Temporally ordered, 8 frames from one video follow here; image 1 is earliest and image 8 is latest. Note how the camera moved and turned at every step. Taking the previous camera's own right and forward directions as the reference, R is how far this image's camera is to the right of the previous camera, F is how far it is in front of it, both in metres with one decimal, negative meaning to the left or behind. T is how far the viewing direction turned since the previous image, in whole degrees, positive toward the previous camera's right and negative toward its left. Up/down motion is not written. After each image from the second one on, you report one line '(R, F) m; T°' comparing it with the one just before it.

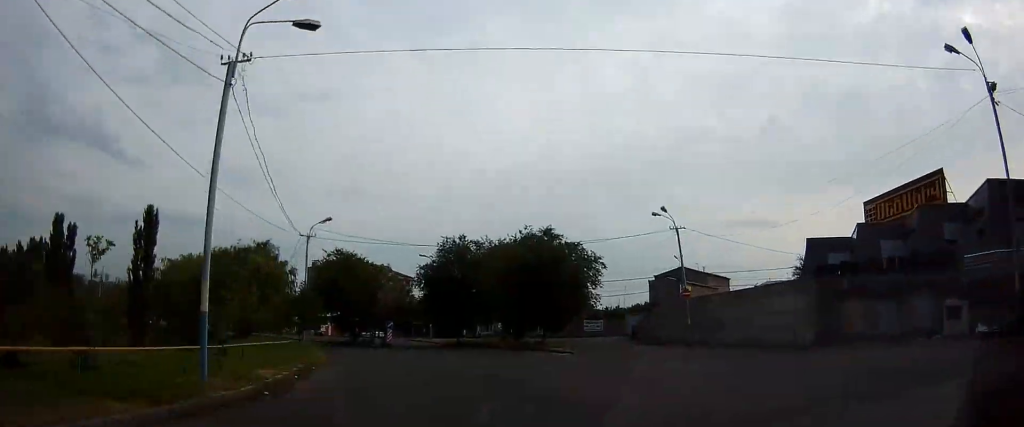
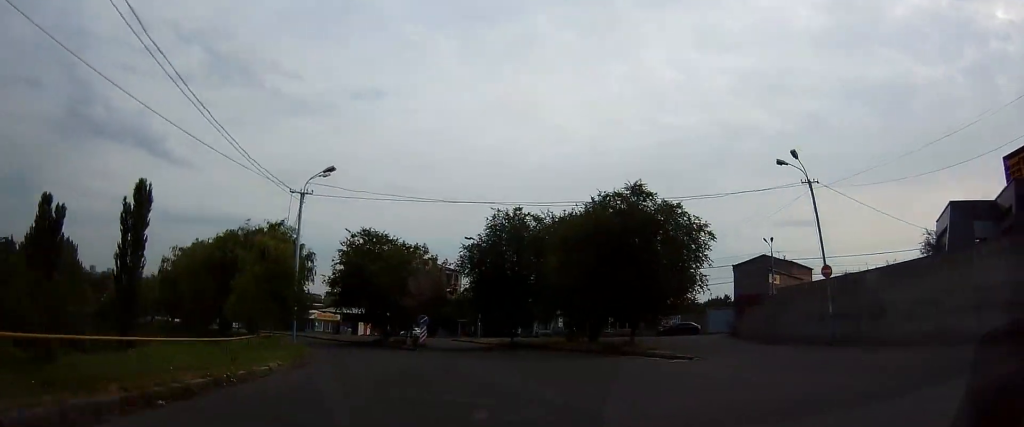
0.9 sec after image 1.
(-0.3, +12.9) m; -3°
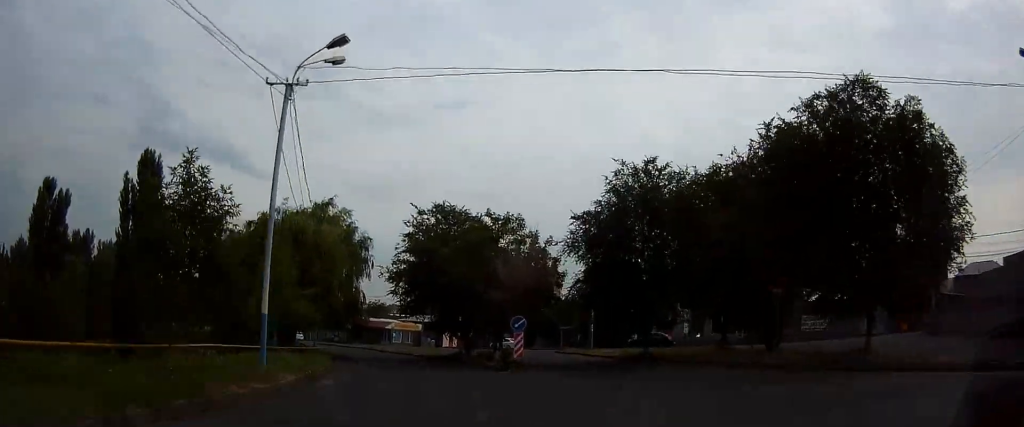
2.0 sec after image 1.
(-0.6, +15.2) m; -5°
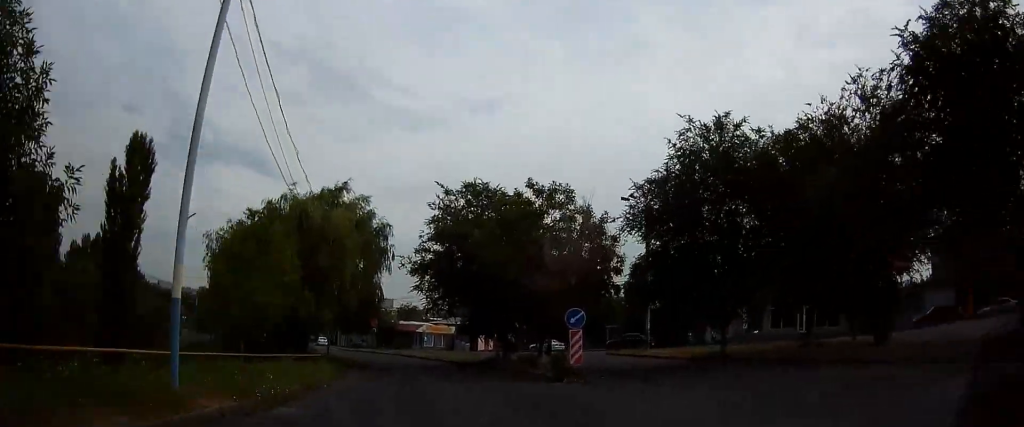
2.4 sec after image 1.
(+0.1, +6.6) m; -3°
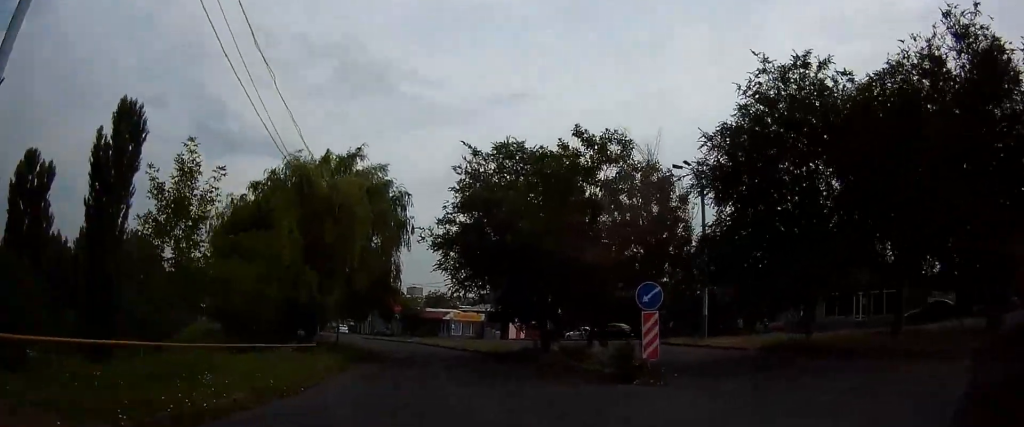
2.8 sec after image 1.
(-0.3, +5.6) m; -4°
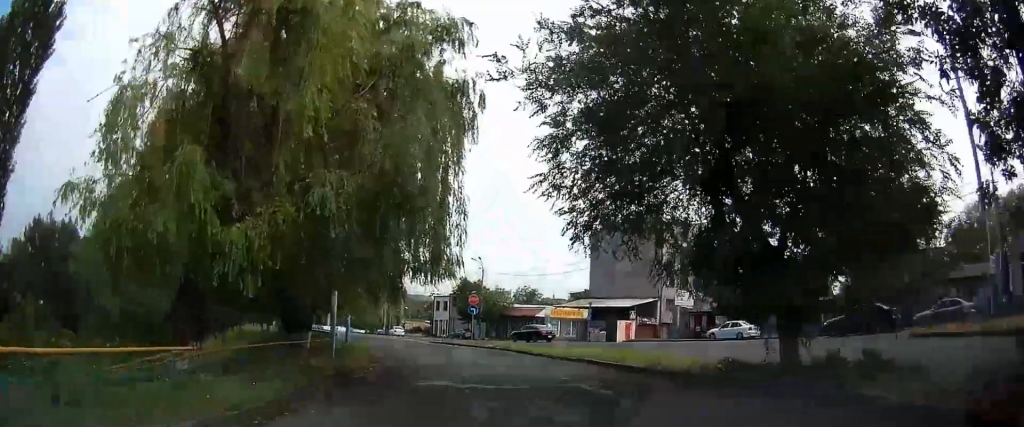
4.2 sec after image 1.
(-2.2, +19.5) m; -10°
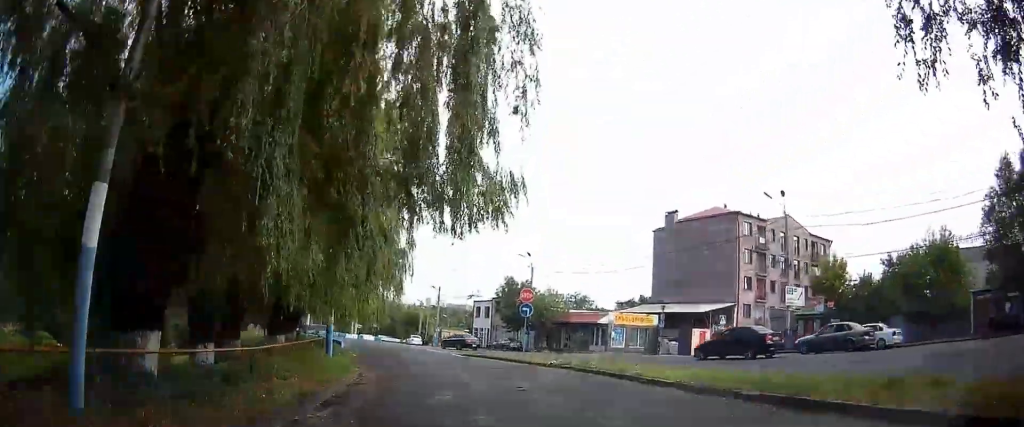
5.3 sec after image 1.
(-0.2, +14.7) m; -5°
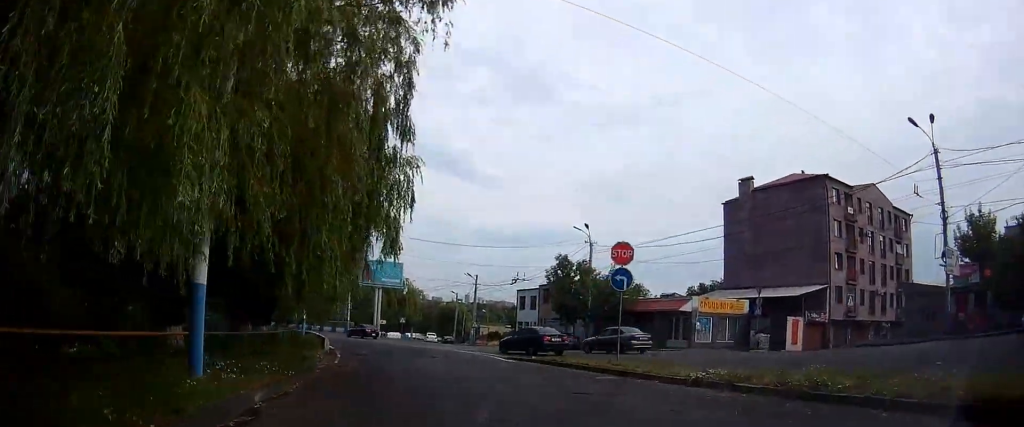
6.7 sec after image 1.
(-1.7, +17.9) m; -10°
